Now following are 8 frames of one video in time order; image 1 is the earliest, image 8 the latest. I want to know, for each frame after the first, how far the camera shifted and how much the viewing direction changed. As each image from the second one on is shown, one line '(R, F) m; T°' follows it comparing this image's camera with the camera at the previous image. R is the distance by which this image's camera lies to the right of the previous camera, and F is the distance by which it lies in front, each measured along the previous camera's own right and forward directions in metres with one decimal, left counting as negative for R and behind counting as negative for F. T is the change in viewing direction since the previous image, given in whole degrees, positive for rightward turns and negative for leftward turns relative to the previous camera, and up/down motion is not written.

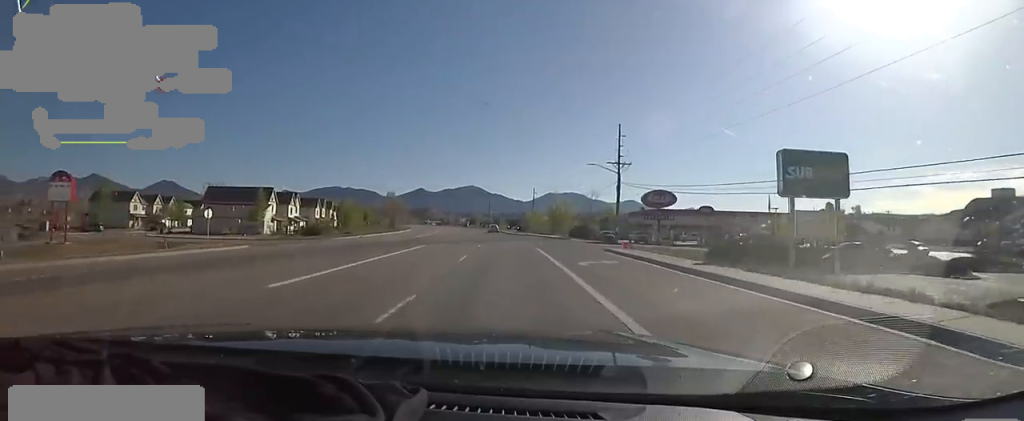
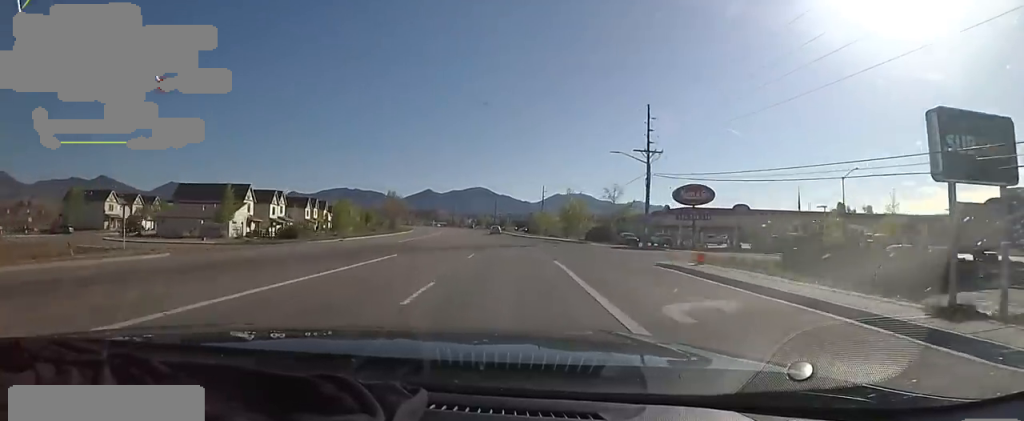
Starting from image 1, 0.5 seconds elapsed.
(0.0, +9.7) m; -1°
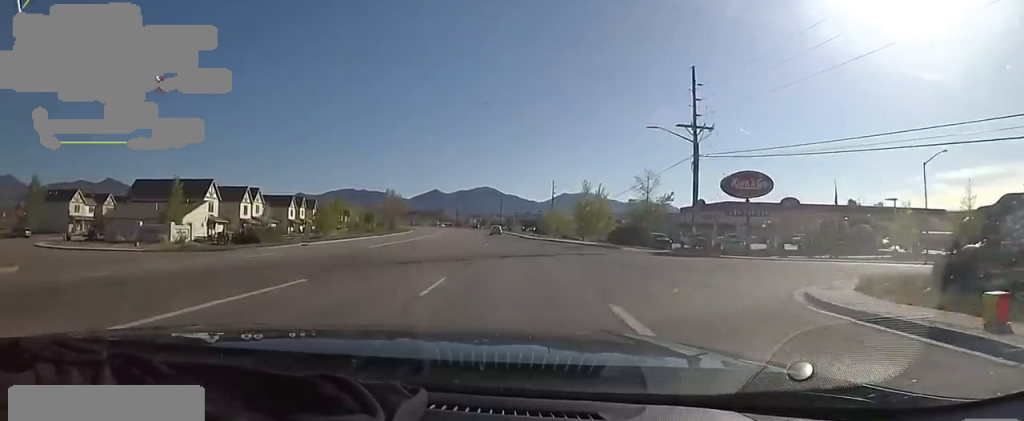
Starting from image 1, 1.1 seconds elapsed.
(+0.2, +11.0) m; -1°
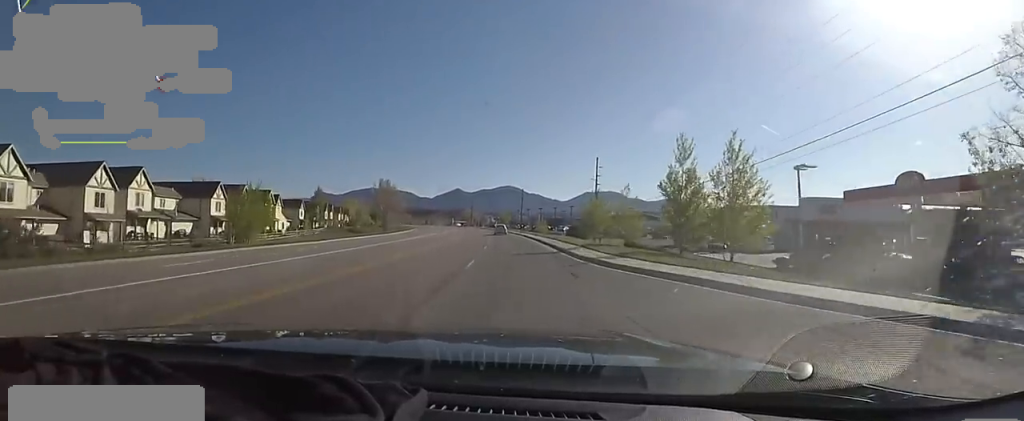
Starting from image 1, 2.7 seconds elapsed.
(-0.3, +32.5) m; 0°
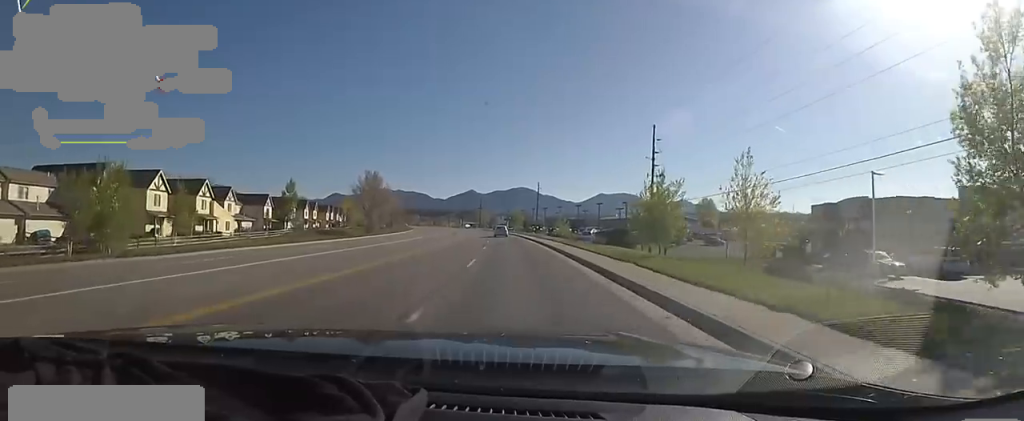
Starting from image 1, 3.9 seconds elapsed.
(-0.5, +23.5) m; -4°
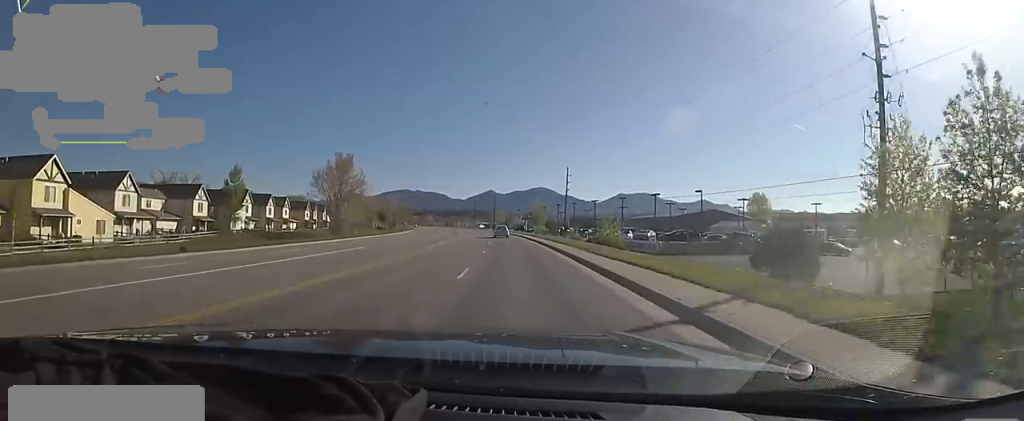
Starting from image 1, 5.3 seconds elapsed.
(-1.4, +28.2) m; -3°
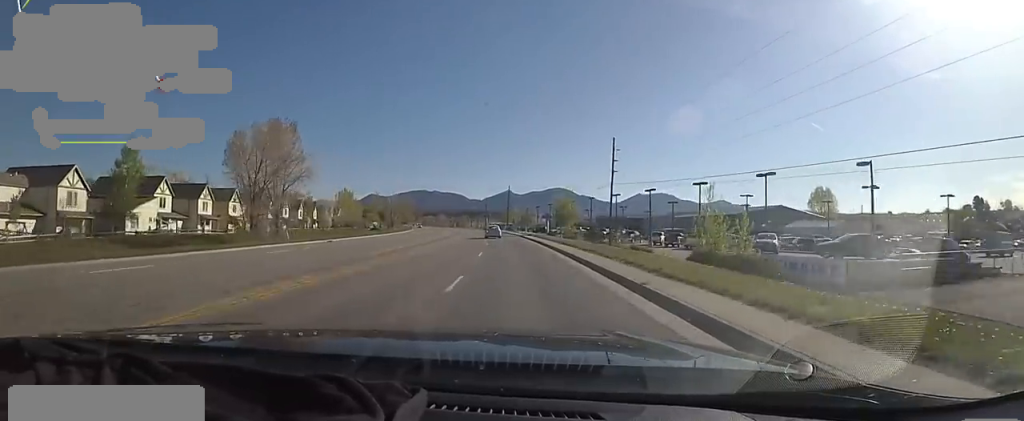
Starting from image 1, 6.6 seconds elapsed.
(+0.6, +26.7) m; +2°
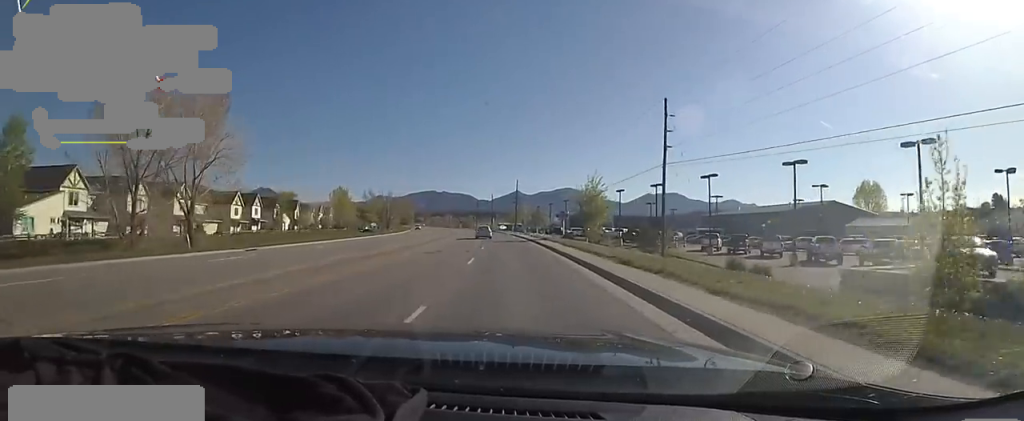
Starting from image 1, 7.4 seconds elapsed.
(+0.1, +16.3) m; -2°
